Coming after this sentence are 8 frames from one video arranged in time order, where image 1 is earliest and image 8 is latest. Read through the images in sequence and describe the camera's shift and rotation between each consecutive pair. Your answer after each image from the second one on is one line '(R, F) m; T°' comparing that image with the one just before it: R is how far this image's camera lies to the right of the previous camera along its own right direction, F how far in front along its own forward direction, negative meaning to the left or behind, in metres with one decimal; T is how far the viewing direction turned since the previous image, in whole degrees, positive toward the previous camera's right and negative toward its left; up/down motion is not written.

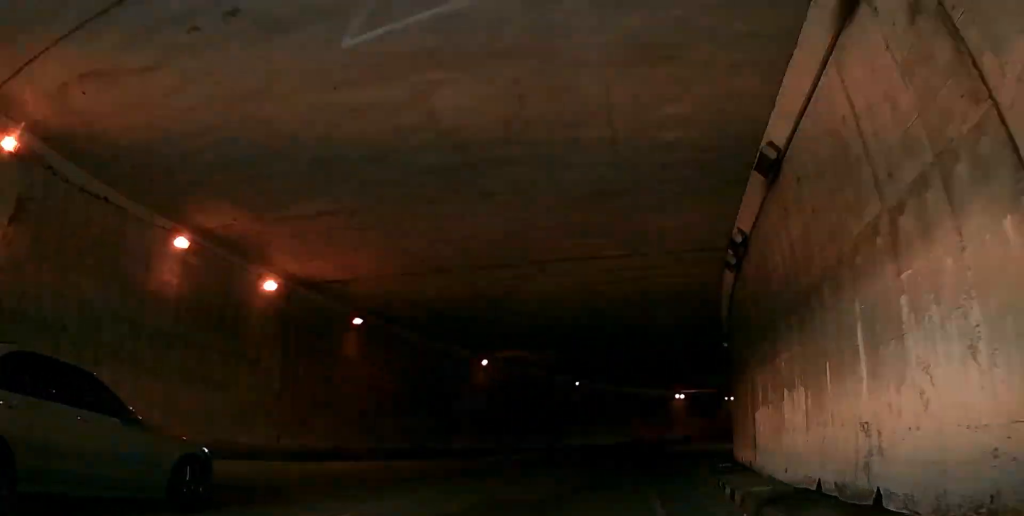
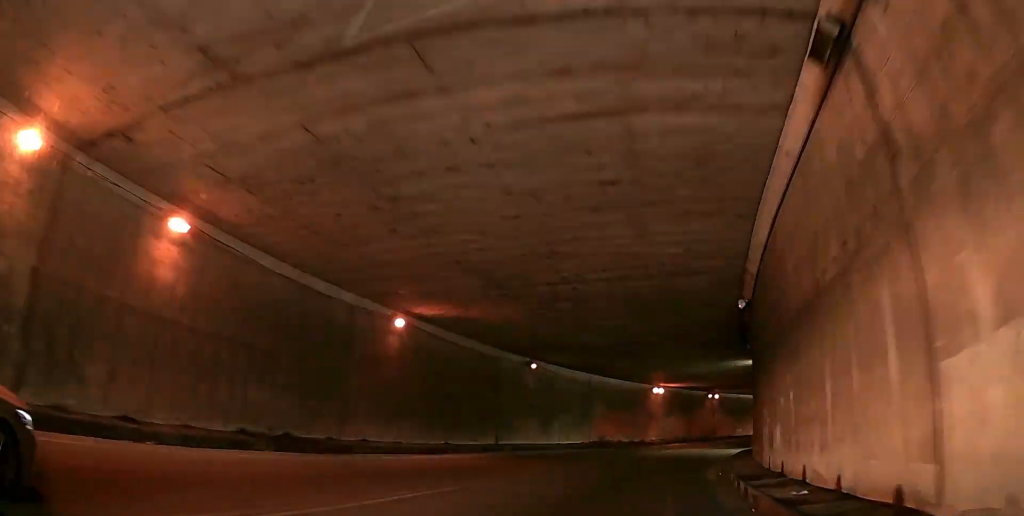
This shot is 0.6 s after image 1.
(0.0, +9.6) m; 0°
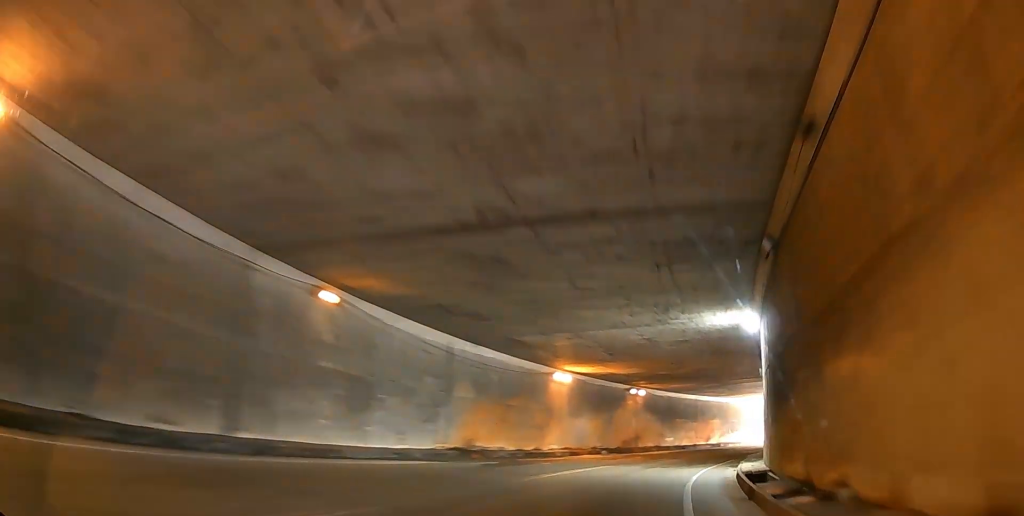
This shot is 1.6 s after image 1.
(0.0, +17.2) m; 0°
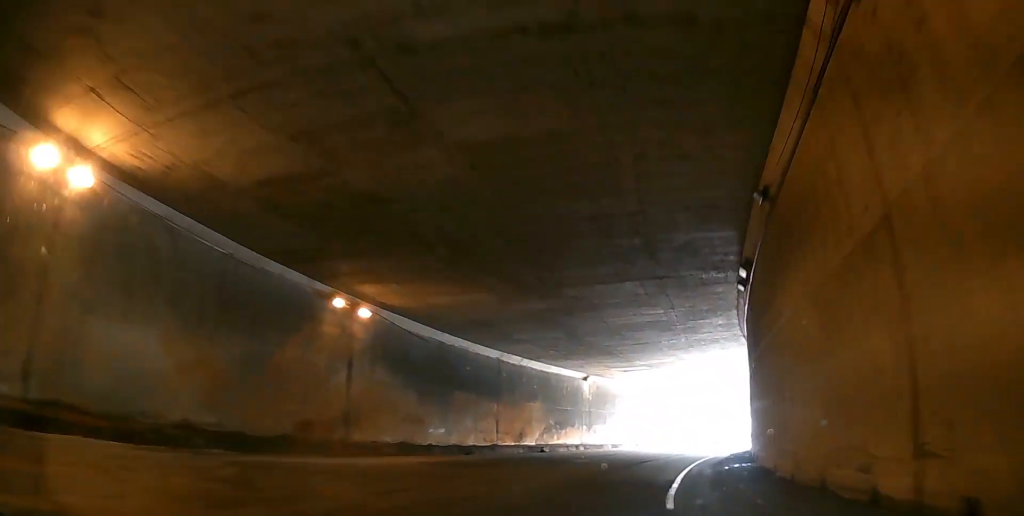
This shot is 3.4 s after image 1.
(+3.3, +25.7) m; +43°
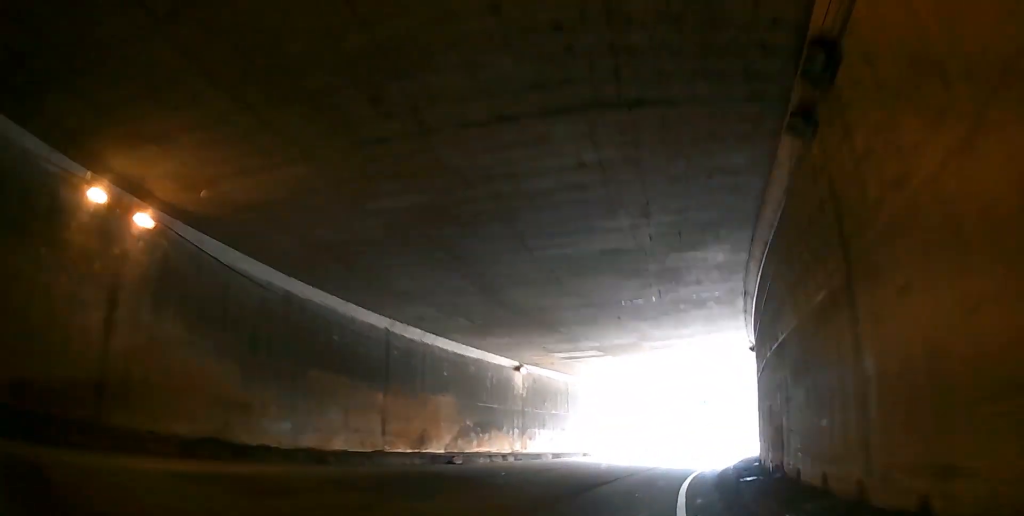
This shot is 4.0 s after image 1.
(+4.2, +8.3) m; +22°
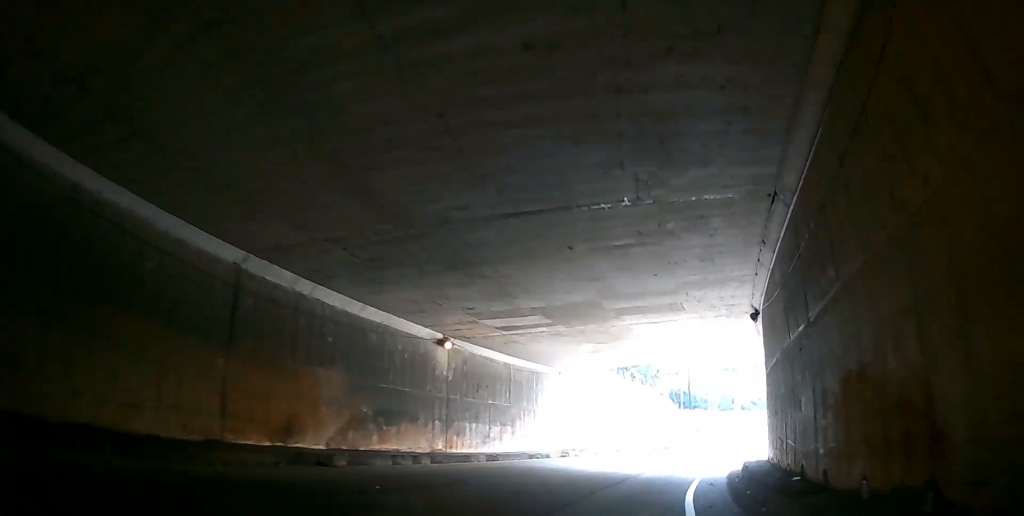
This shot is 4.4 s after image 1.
(+0.8, +7.5) m; +6°
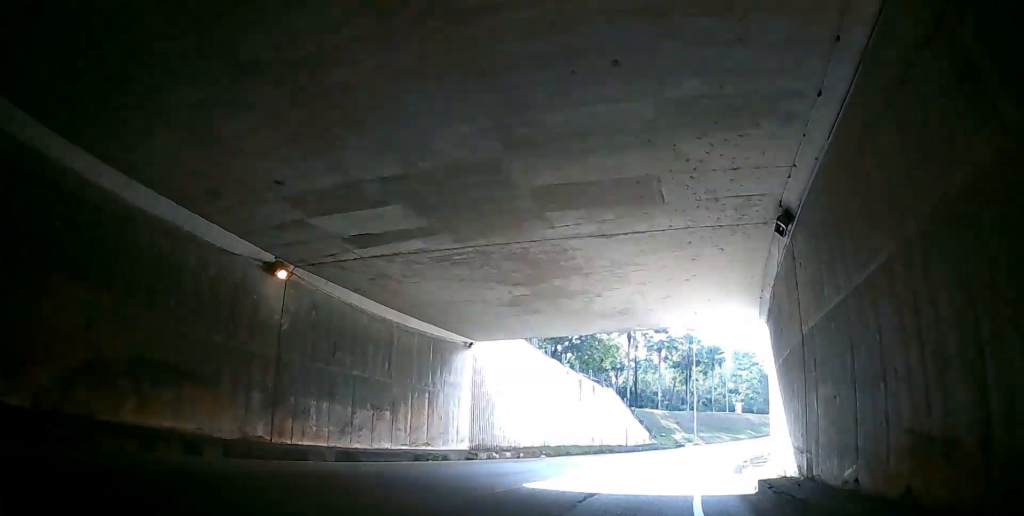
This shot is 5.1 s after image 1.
(+0.1, +9.8) m; +1°
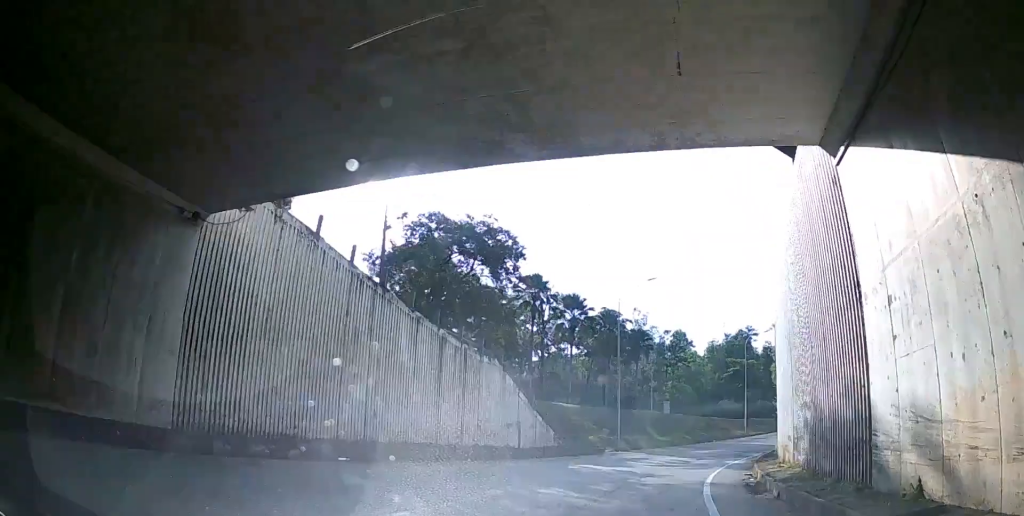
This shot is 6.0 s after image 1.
(0.0, +15.5) m; 0°
